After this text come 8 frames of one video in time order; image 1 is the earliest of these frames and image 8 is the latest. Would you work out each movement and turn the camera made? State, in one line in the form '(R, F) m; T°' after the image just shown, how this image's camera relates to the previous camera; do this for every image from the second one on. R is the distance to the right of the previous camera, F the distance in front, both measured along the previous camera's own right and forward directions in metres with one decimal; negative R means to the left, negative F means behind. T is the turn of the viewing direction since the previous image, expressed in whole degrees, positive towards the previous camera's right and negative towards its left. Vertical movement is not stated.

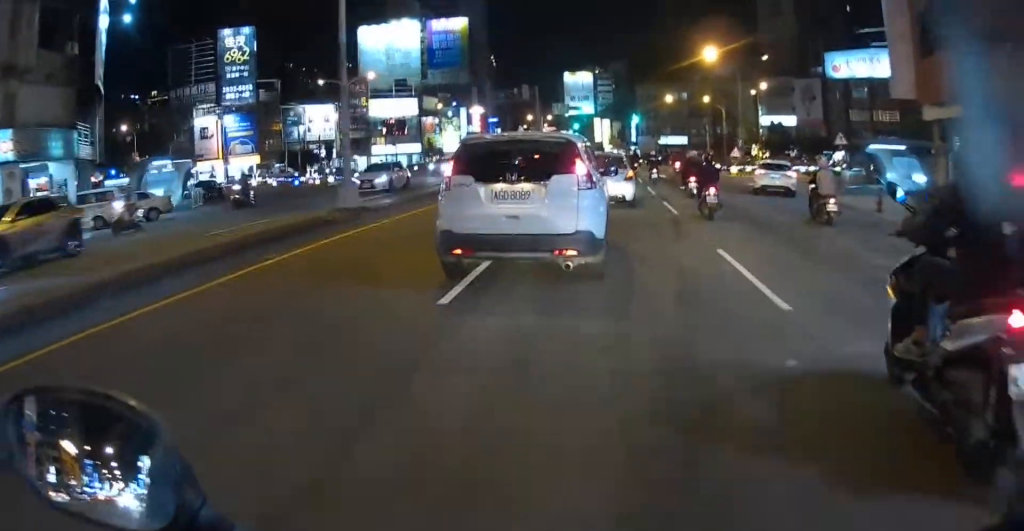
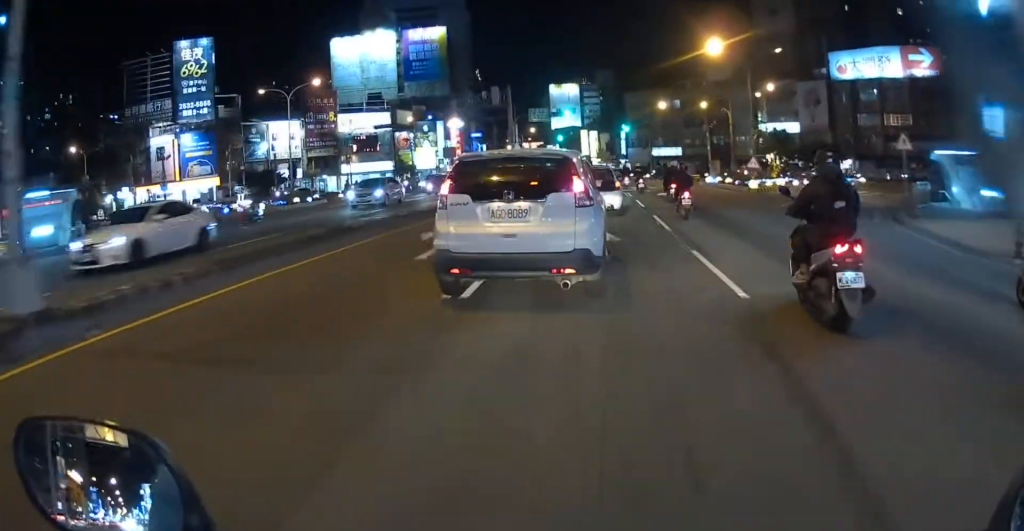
(-0.4, +10.4) m; -7°
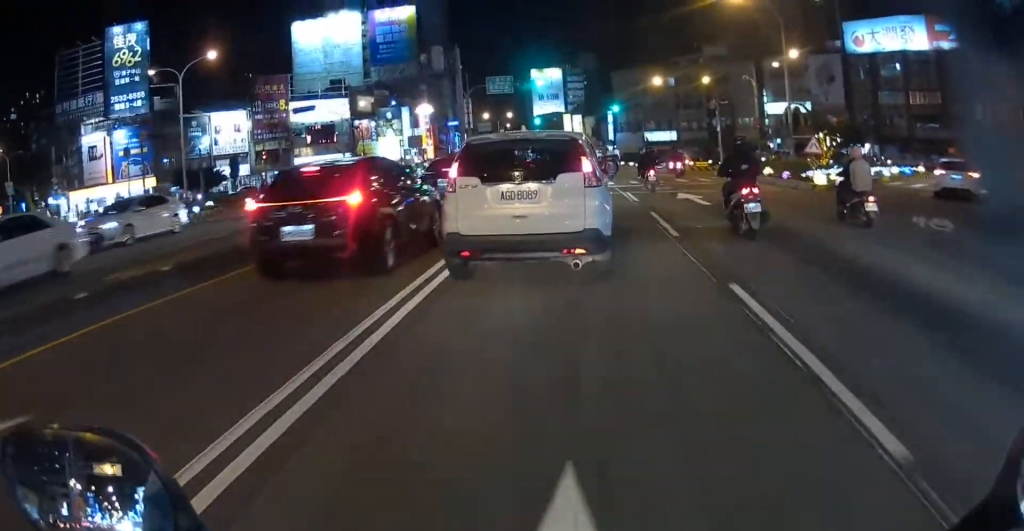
(-2.0, +15.3) m; -17°
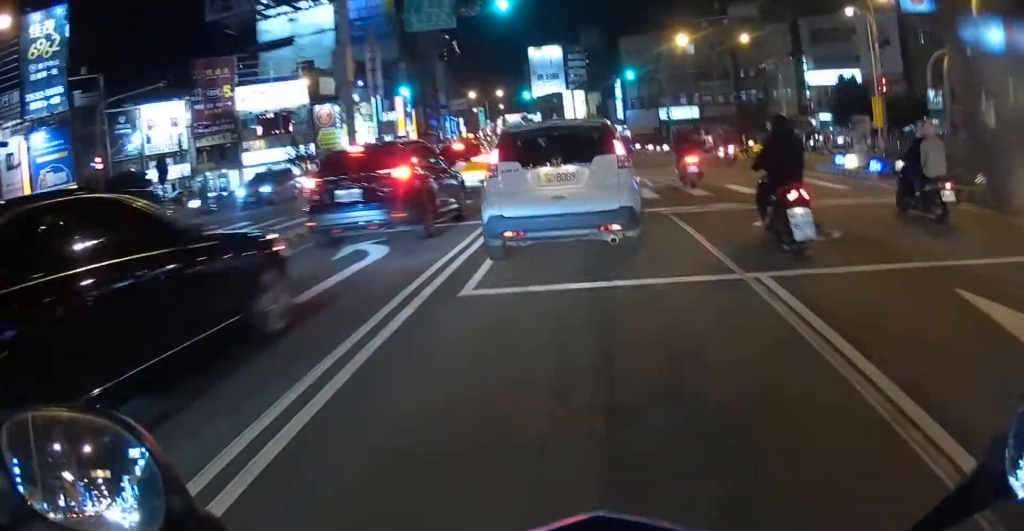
(-3.0, +22.2) m; -1°
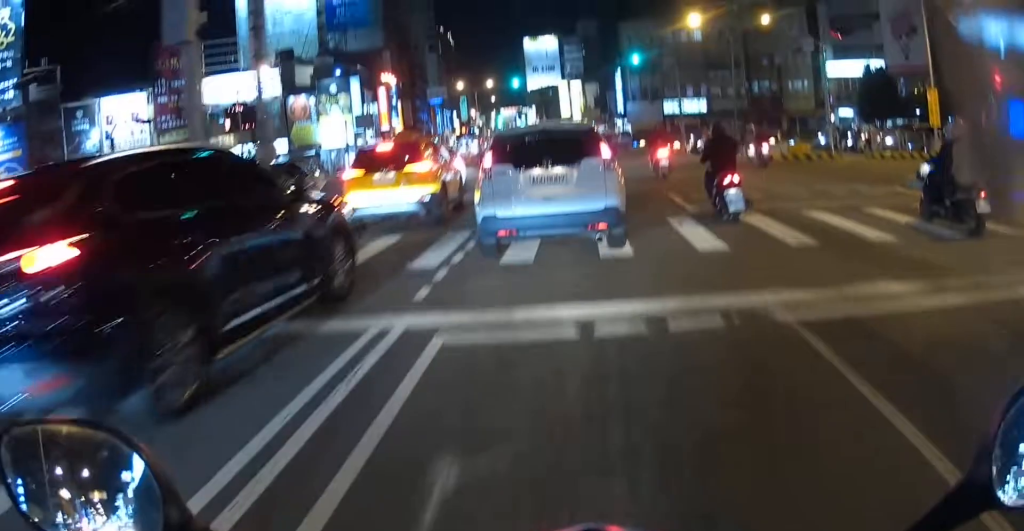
(+1.0, +8.8) m; +12°
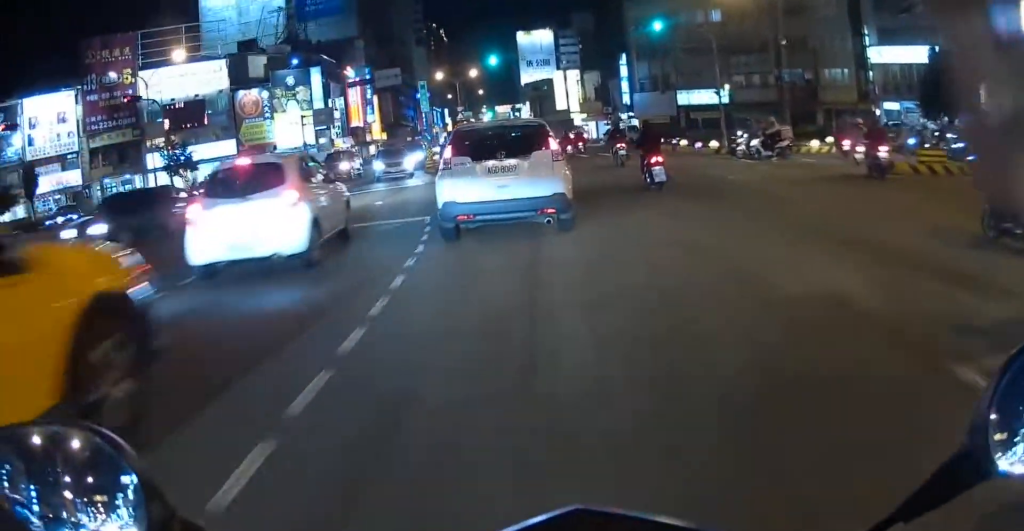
(+2.1, +13.3) m; +10°
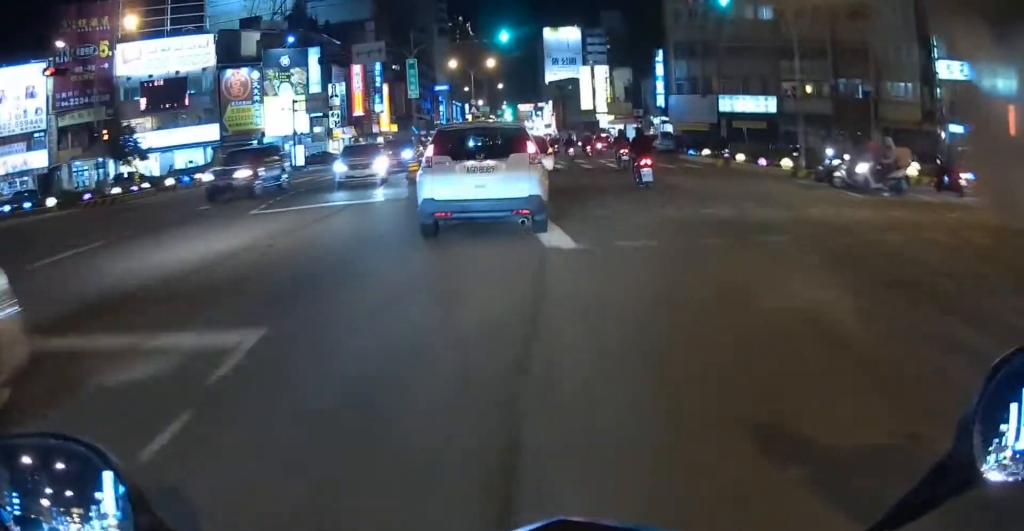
(0.0, +7.9) m; +2°
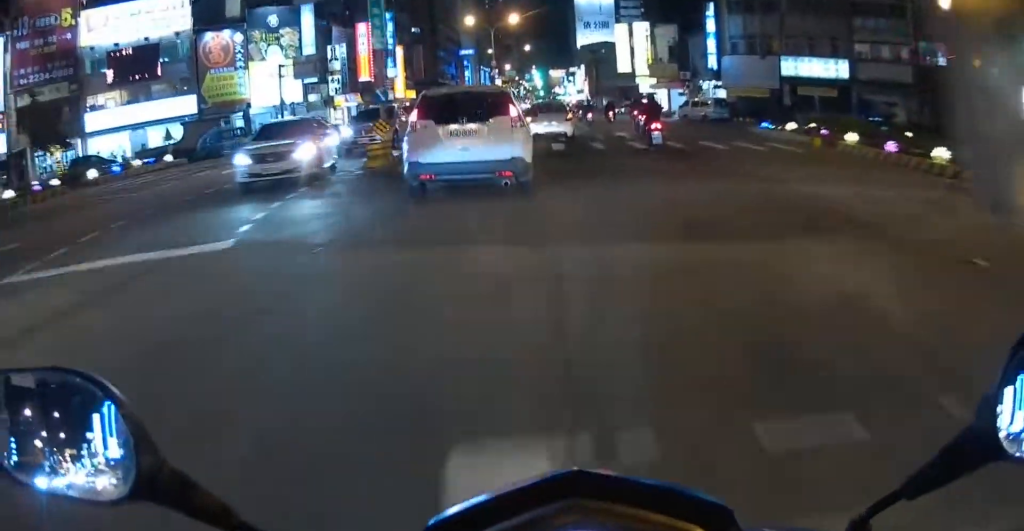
(0.0, +8.5) m; 0°
